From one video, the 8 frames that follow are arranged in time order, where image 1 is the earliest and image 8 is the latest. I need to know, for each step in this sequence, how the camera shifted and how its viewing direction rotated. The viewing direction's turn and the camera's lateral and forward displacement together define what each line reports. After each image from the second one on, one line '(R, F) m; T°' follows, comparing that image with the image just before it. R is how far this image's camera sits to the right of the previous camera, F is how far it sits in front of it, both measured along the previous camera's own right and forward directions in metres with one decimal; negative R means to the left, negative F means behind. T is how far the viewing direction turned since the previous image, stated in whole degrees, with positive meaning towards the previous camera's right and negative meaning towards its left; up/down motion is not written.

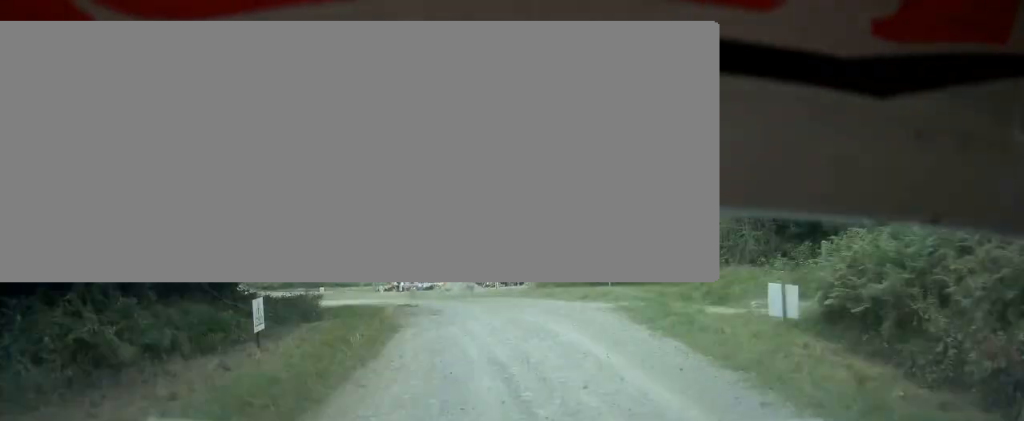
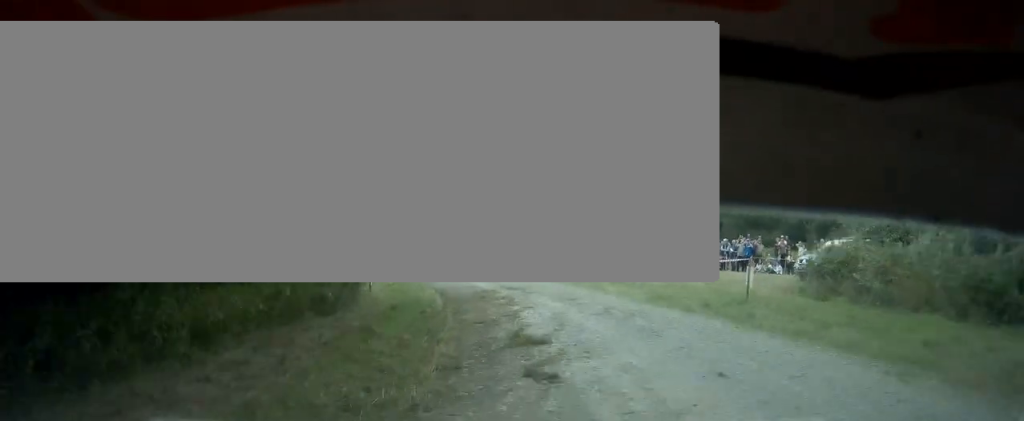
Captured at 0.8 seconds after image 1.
(-1.2, +16.9) m; -8°
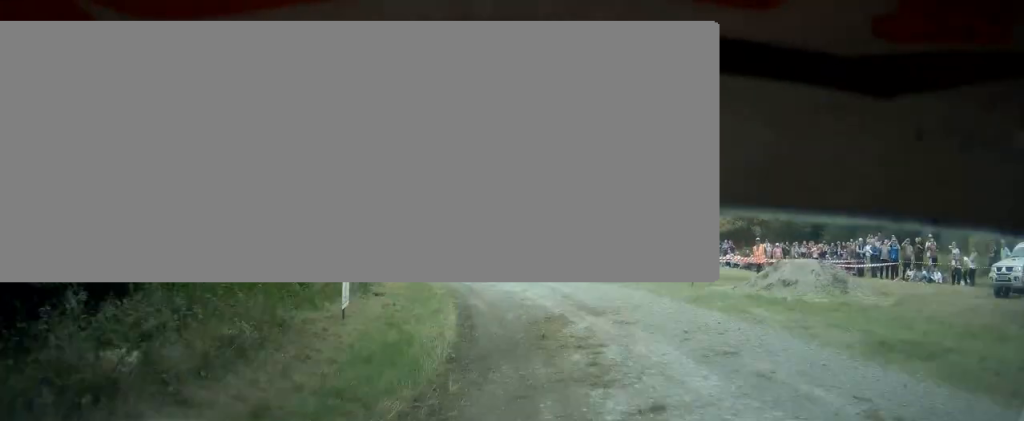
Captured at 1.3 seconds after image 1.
(0.0, +8.8) m; -4°
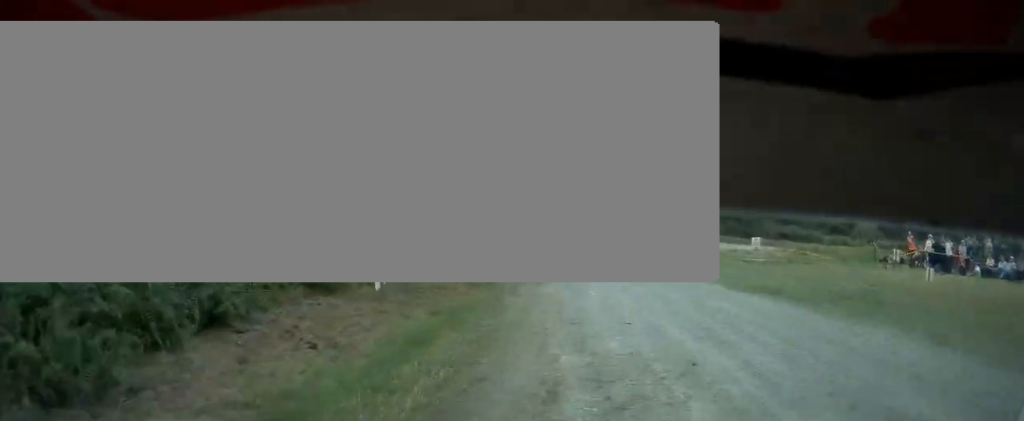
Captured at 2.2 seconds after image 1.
(-1.6, +18.5) m; -4°
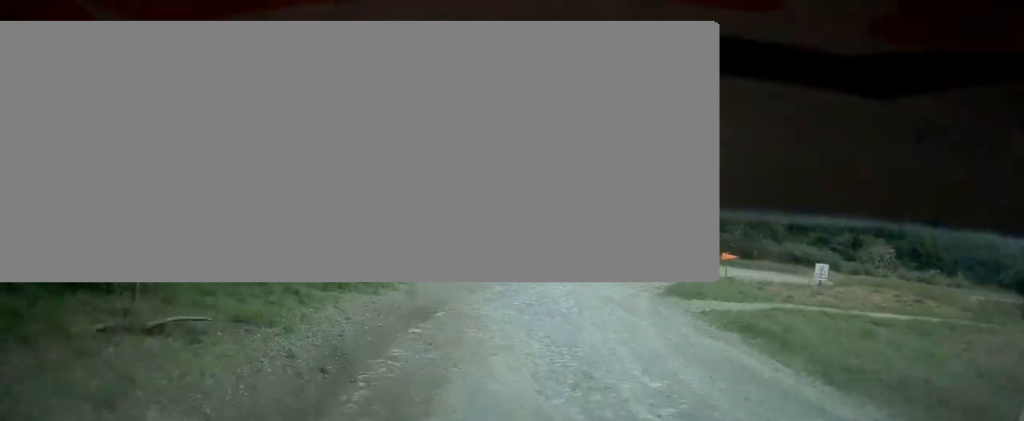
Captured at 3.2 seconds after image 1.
(+0.3, +16.0) m; +16°
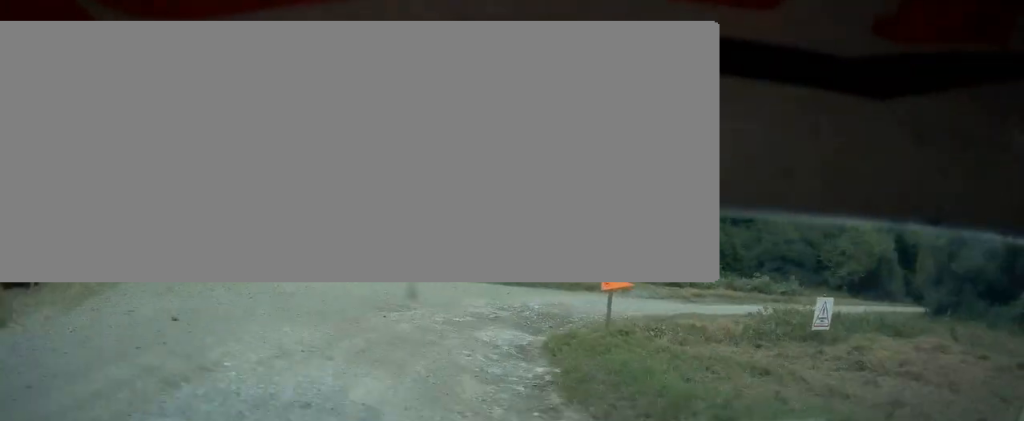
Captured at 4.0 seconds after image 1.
(+3.3, +12.1) m; +17°
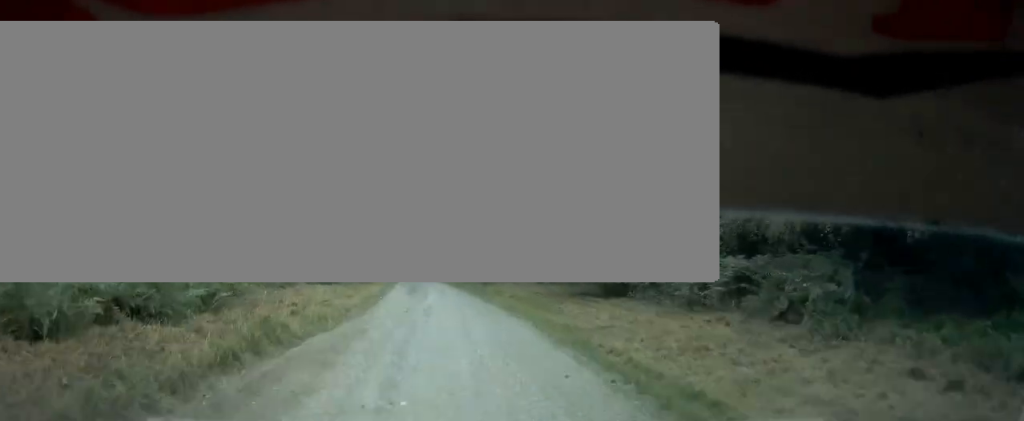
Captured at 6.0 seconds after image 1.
(+11.3, +34.6) m; +30°
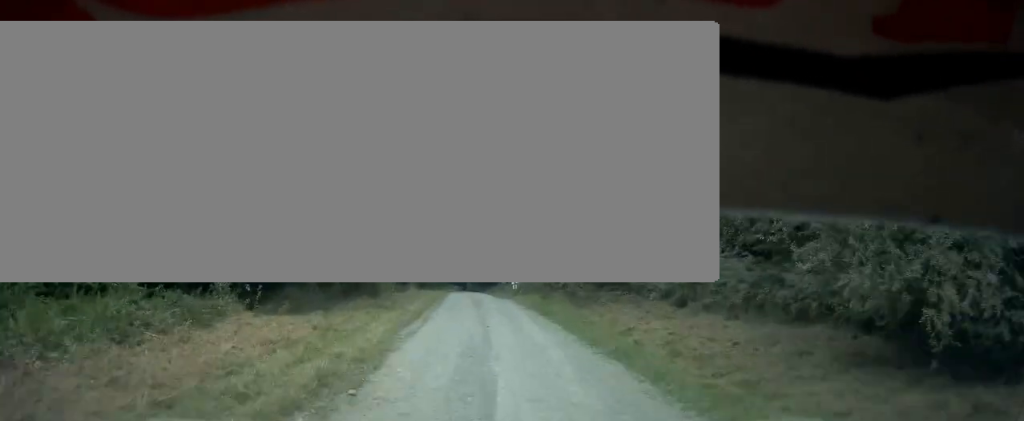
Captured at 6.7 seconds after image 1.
(+1.1, +17.1) m; +4°
